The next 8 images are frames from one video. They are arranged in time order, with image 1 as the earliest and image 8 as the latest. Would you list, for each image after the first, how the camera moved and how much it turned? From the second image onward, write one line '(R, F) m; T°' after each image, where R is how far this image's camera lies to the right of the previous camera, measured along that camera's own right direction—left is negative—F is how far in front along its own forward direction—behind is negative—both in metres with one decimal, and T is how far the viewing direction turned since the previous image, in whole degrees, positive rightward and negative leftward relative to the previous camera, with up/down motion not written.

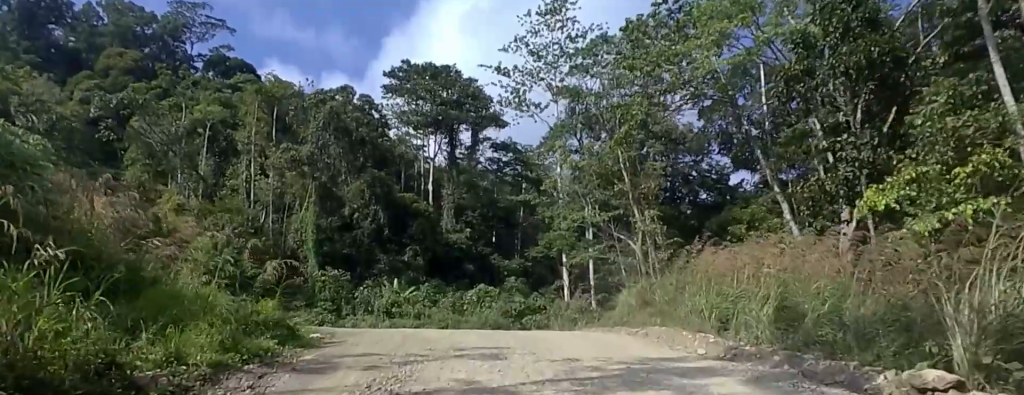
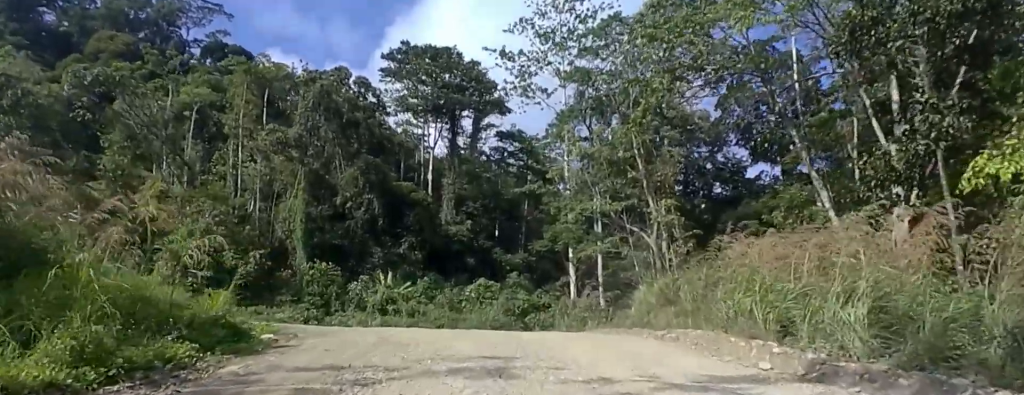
(0.0, +3.4) m; 0°
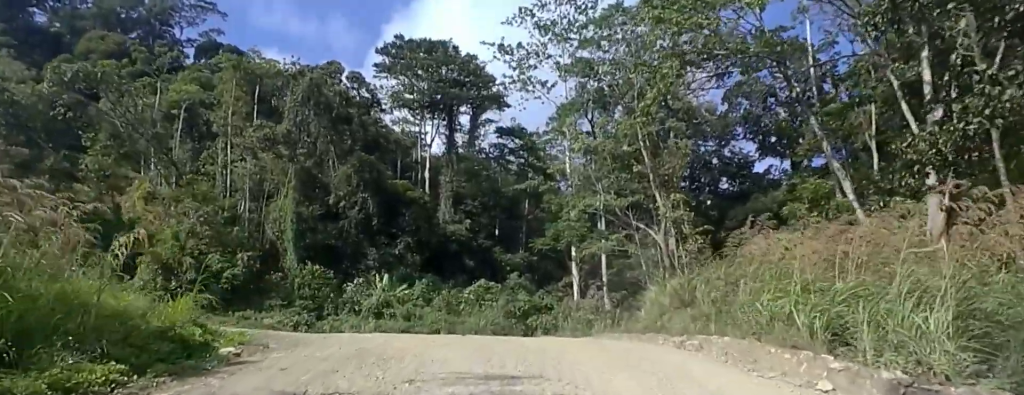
(0.0, +1.8) m; 0°
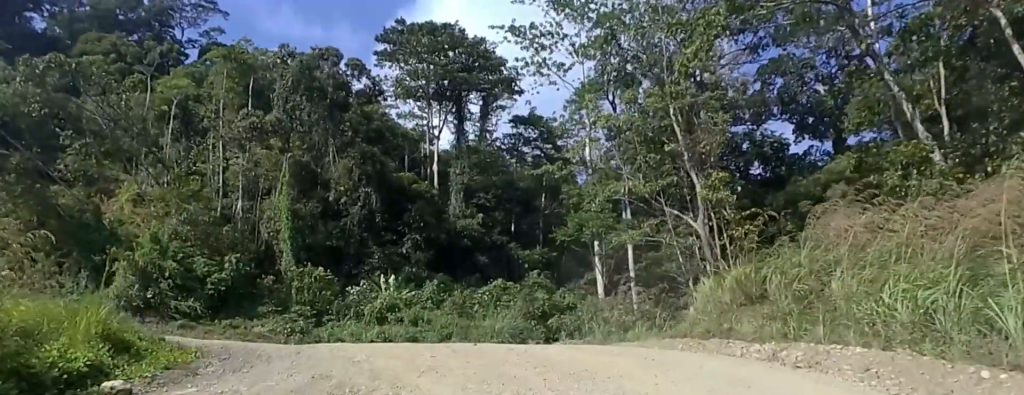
(0.0, +3.4) m; +2°
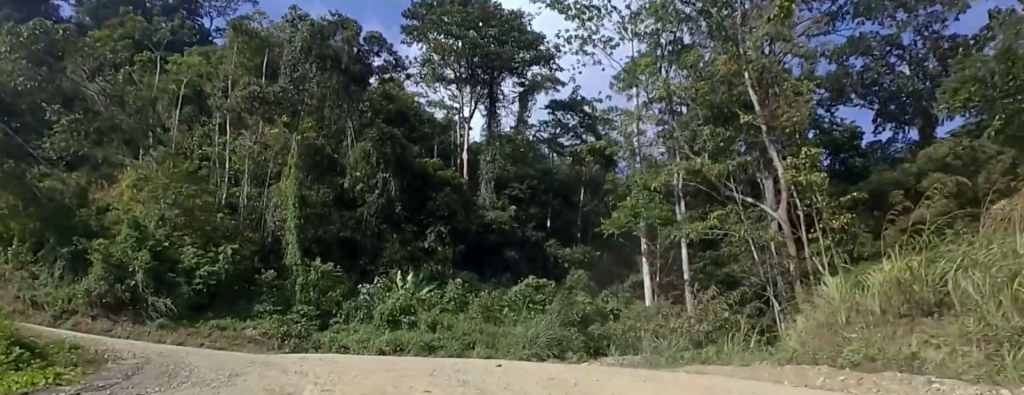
(+0.1, +4.9) m; -3°
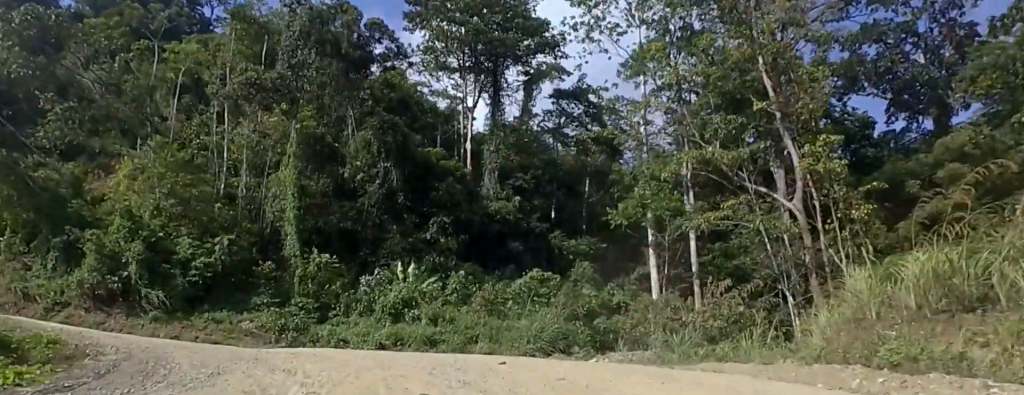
(0.0, +0.8) m; -4°
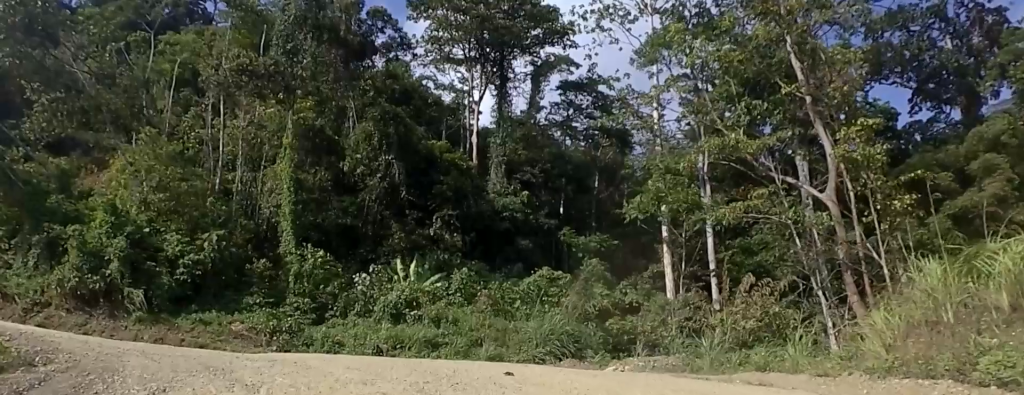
(-0.2, +1.5) m; -12°
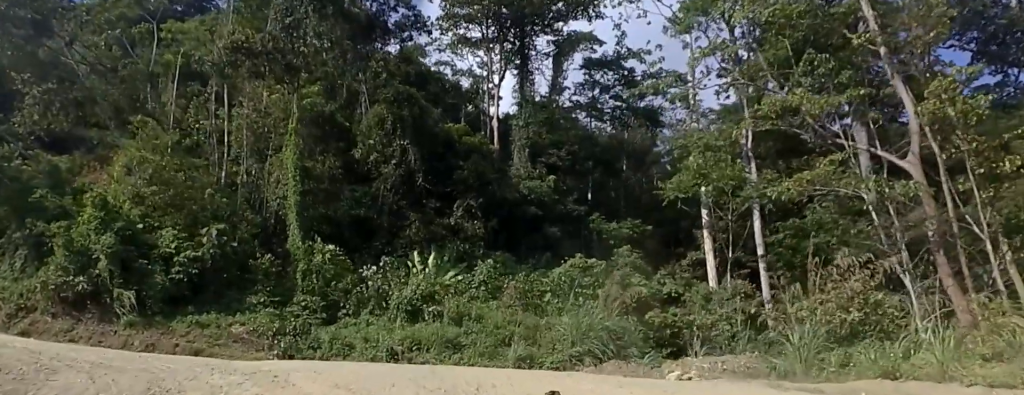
(-0.3, +2.5) m; -8°
